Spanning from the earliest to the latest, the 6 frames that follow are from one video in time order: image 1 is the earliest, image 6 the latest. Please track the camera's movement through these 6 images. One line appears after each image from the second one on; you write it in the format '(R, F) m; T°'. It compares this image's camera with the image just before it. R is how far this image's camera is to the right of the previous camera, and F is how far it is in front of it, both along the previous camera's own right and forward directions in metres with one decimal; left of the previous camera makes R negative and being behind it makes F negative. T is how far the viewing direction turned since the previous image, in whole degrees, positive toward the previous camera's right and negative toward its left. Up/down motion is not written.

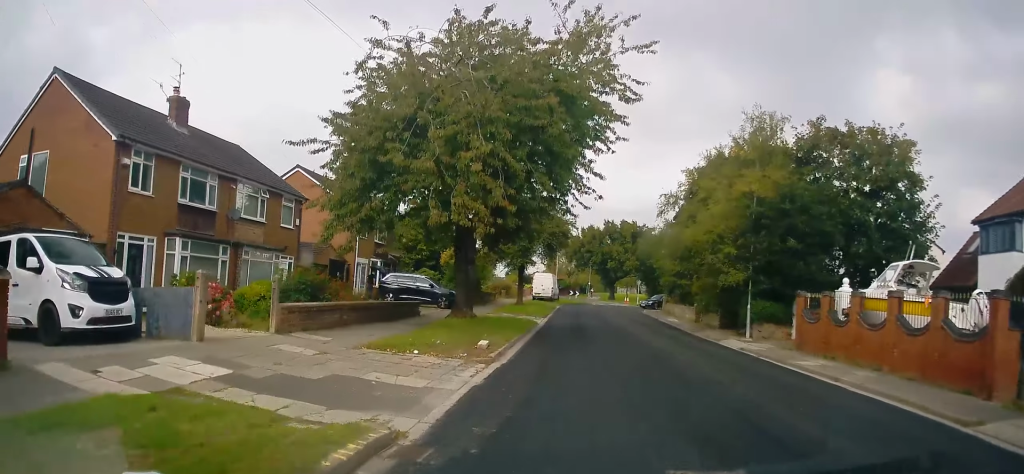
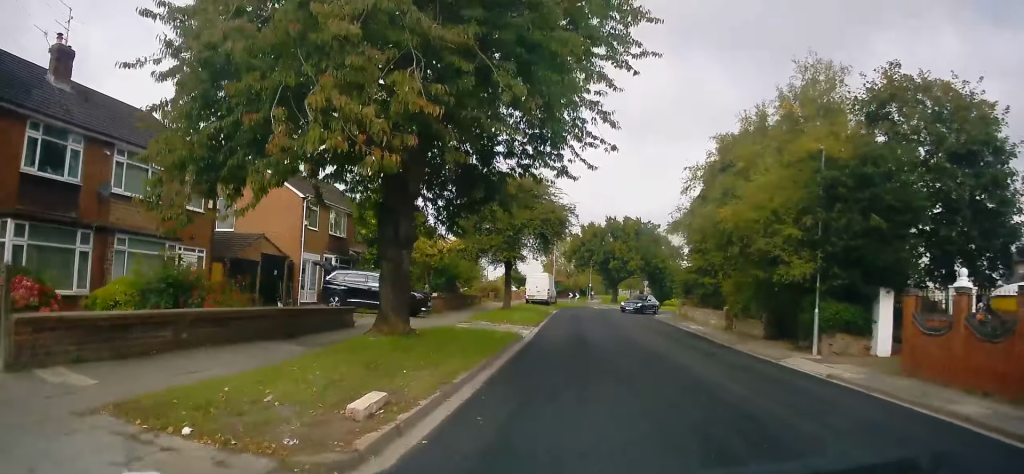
(+0.1, +7.3) m; -1°
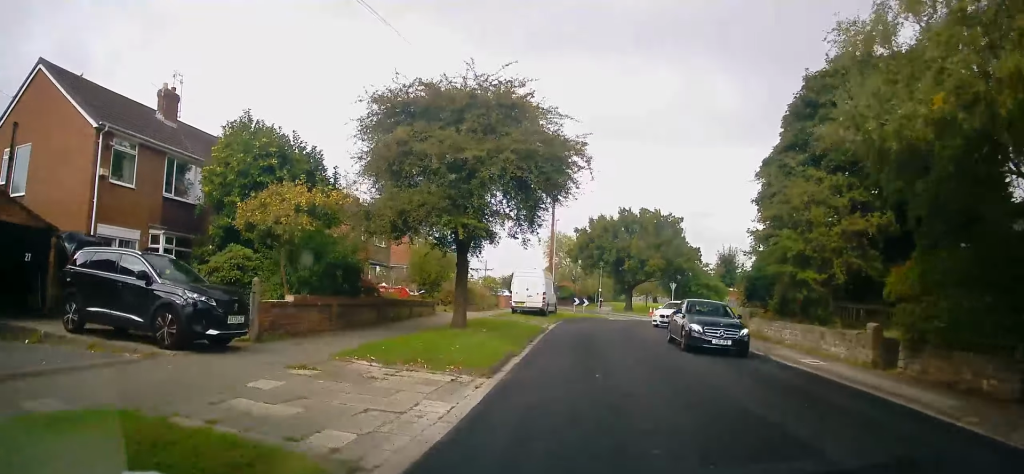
(-0.3, +14.5) m; -1°
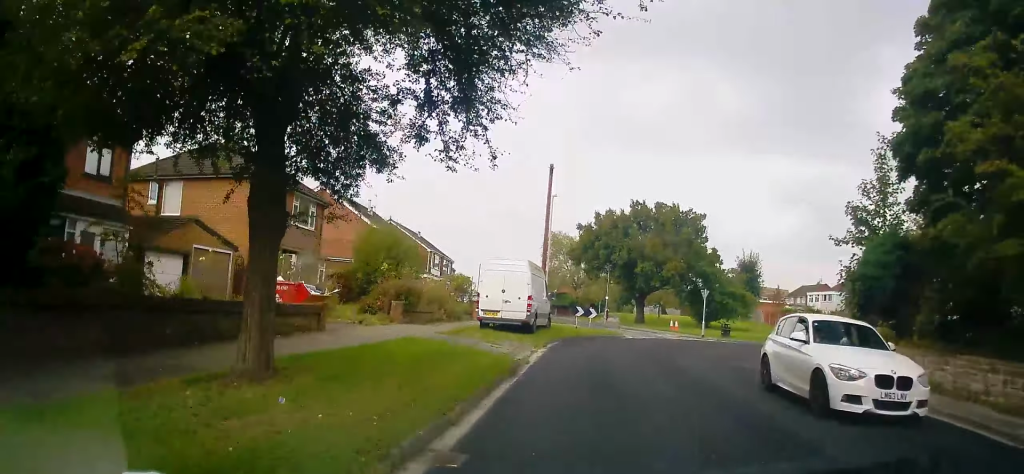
(0.0, +11.7) m; +2°
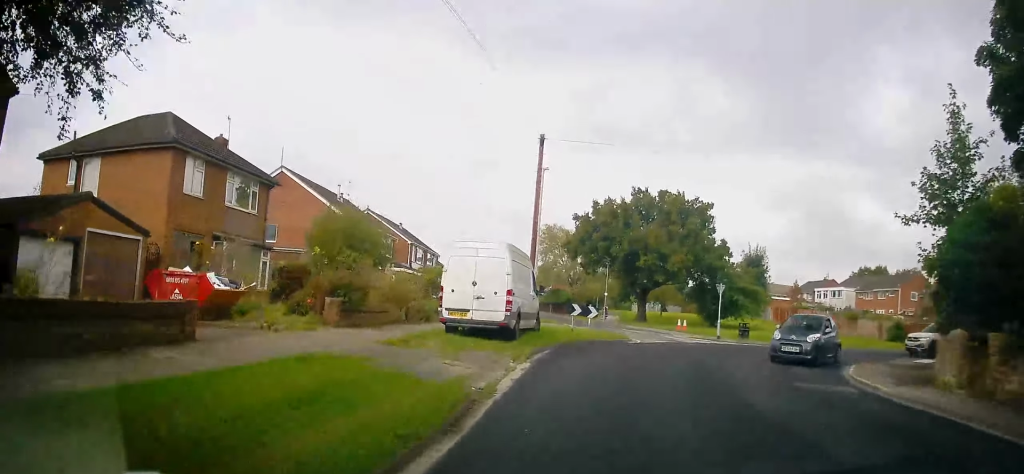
(+0.1, +5.2) m; +1°
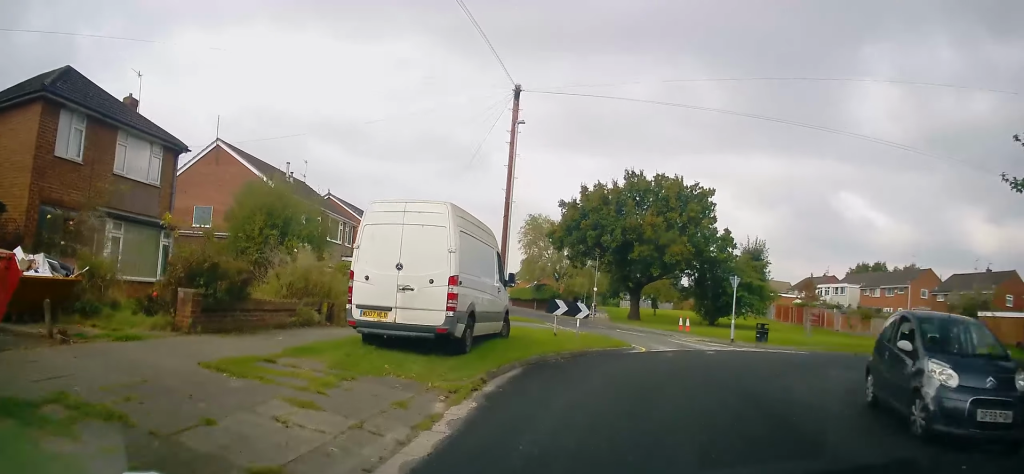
(0.0, +5.7) m; +1°
